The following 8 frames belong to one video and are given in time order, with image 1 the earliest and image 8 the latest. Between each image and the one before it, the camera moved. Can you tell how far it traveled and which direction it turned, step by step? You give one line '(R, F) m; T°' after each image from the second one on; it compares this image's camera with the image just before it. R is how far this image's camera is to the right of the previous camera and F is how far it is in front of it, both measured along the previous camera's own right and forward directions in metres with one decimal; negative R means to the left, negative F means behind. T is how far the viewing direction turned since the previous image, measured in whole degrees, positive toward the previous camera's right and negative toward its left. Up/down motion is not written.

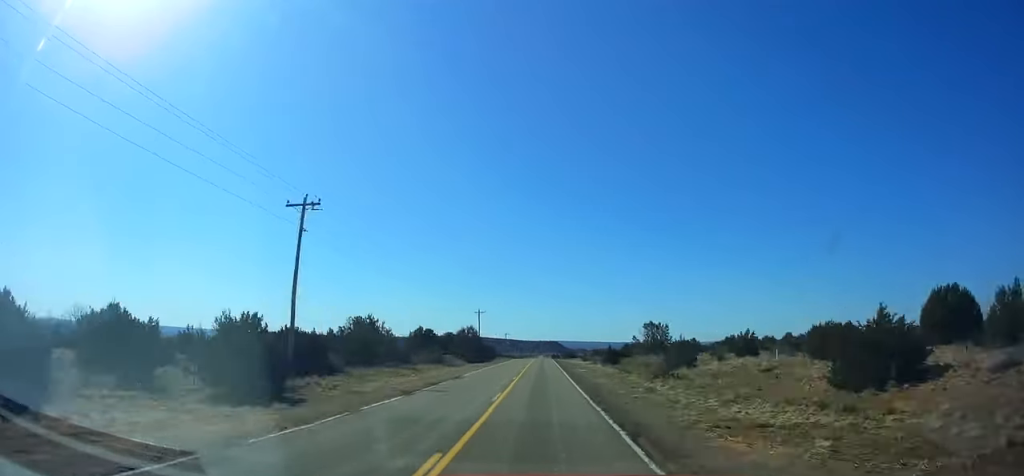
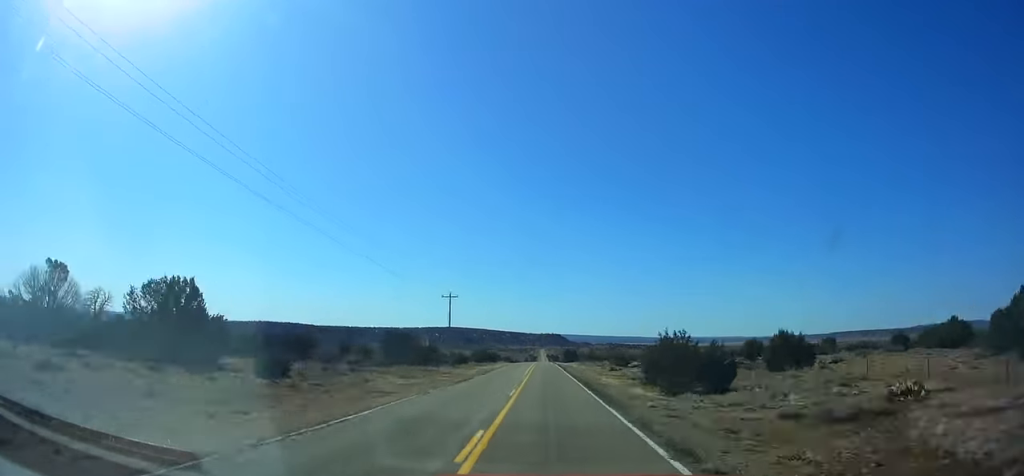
(-0.9, +133.8) m; 0°
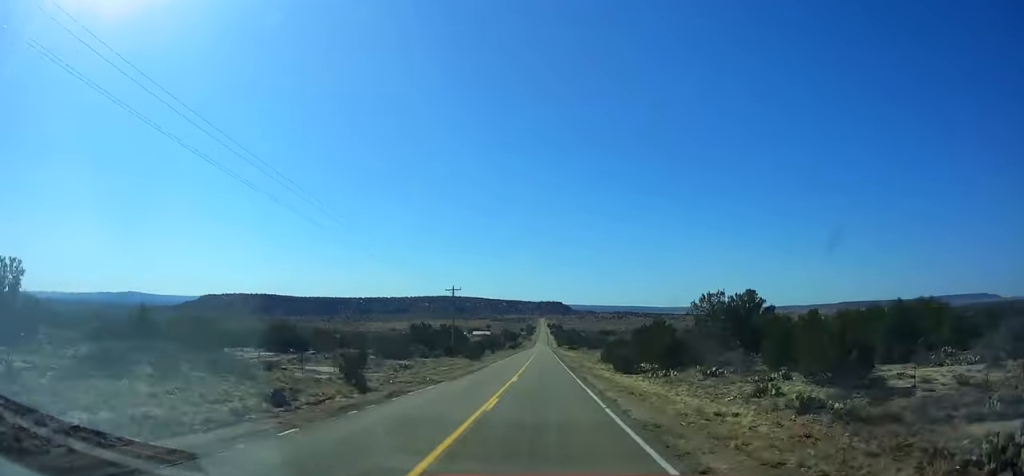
(+2.4, +184.4) m; +1°
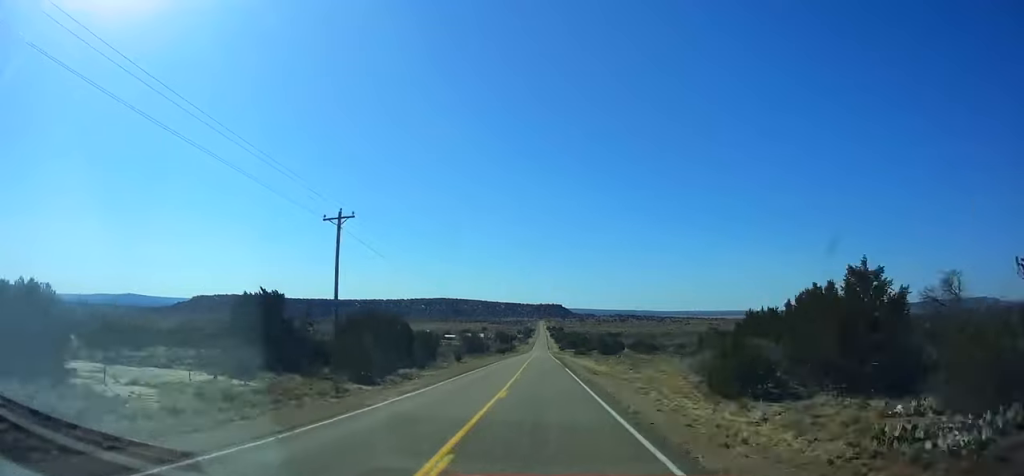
(0.0, +46.9) m; 0°
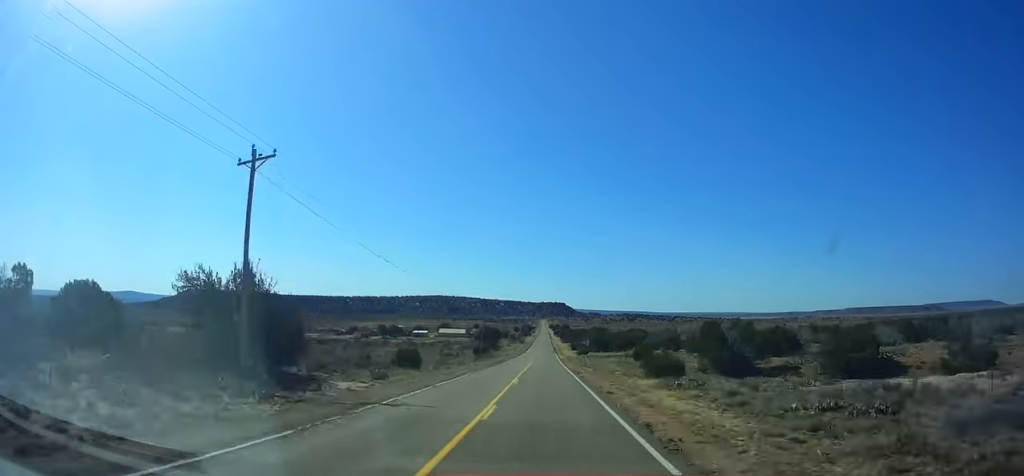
(-0.5, +103.9) m; 0°
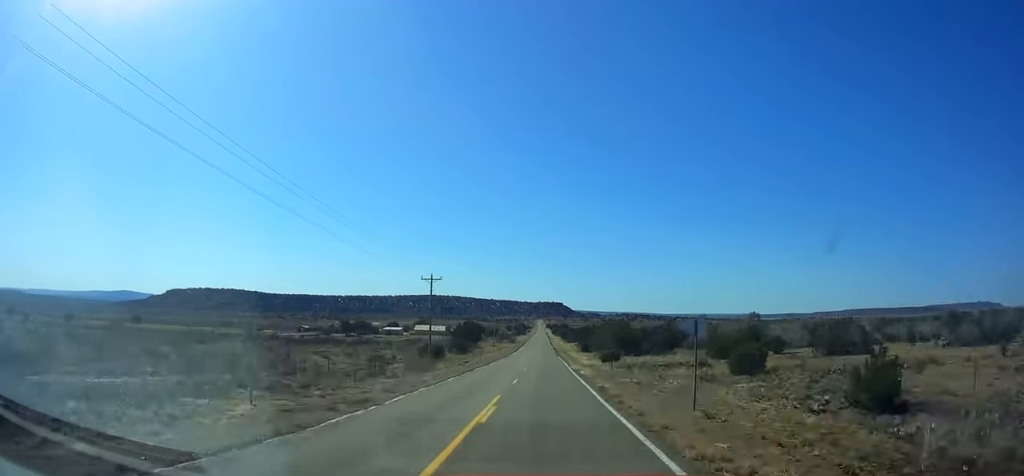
(0.0, +50.2) m; 0°
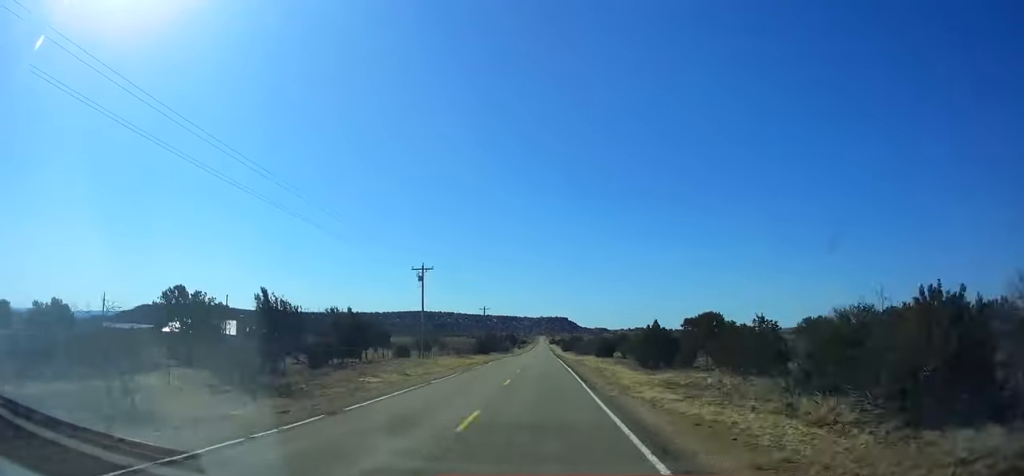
(0.0, +173.3) m; 0°
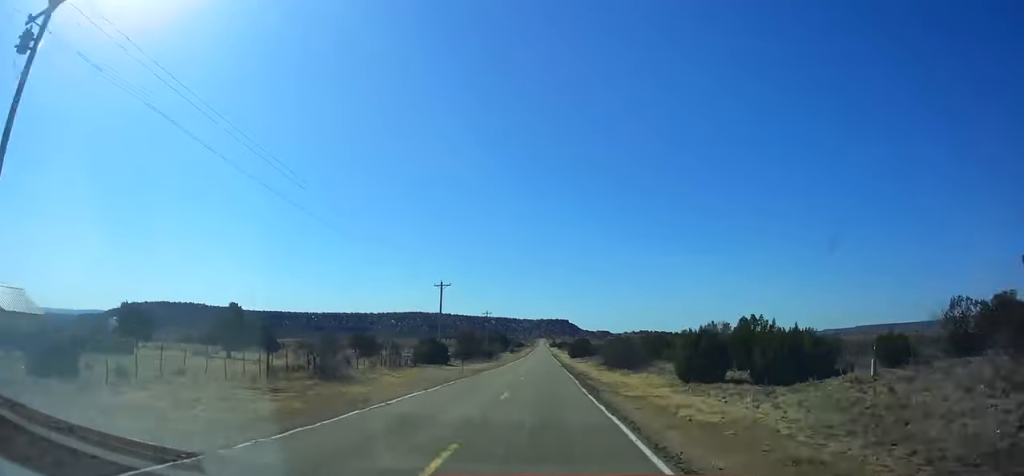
(0.0, +53.0) m; 0°
